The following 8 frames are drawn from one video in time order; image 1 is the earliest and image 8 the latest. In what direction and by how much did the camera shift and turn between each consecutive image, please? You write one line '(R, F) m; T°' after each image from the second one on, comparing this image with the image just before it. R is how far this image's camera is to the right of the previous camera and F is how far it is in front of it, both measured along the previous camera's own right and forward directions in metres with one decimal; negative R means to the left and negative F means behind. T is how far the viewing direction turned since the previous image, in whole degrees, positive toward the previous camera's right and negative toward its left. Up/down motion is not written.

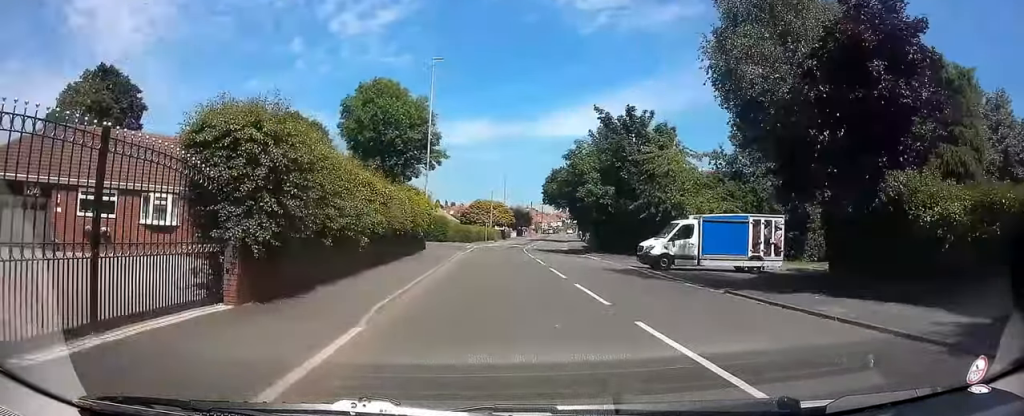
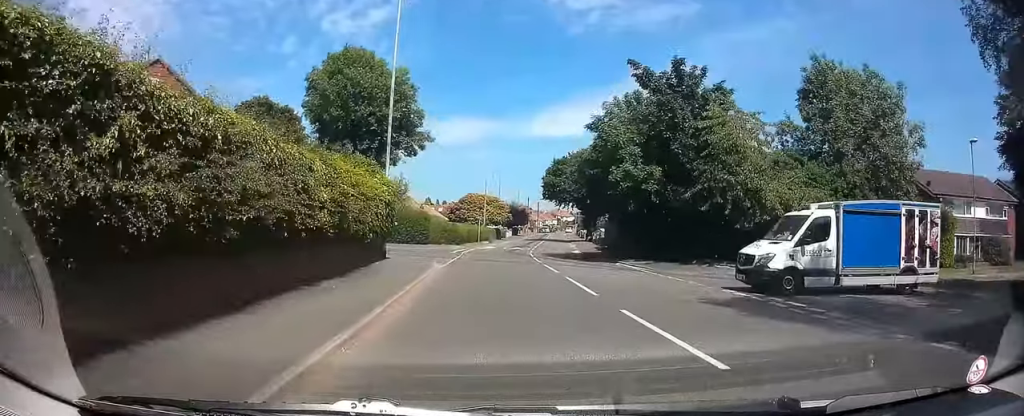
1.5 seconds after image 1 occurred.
(+0.8, +11.2) m; +2°
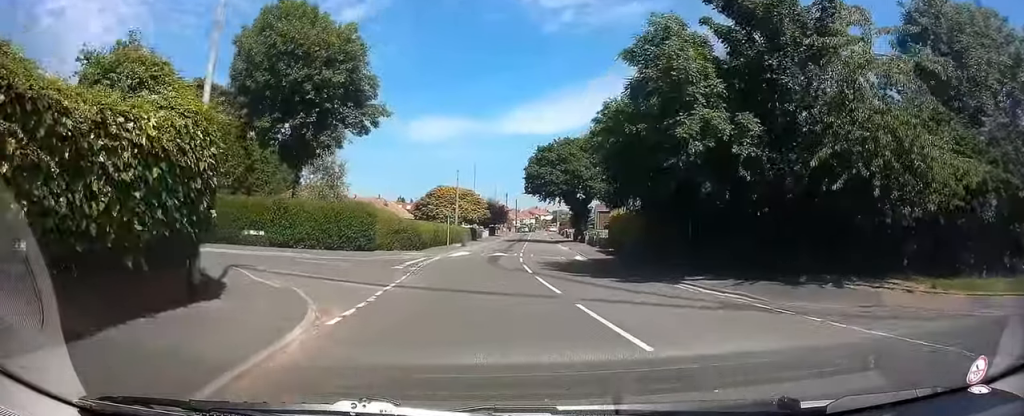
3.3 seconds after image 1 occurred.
(-0.3, +12.7) m; +3°
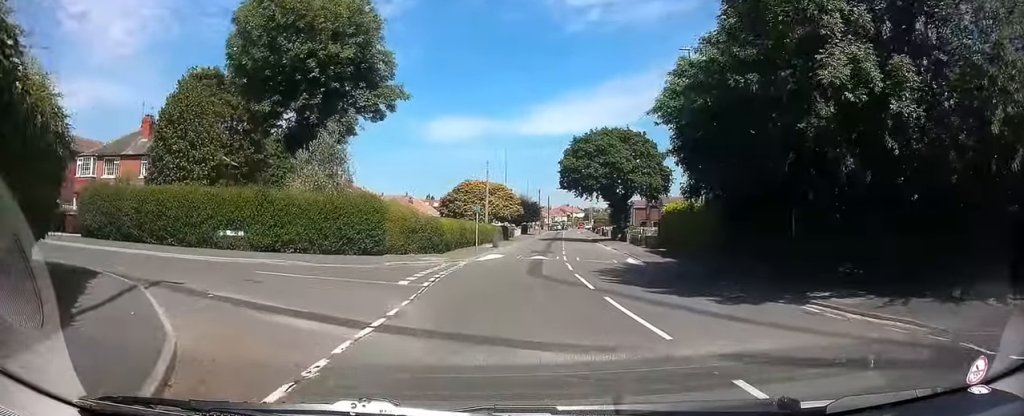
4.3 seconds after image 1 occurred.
(+0.3, +6.2) m; +2°
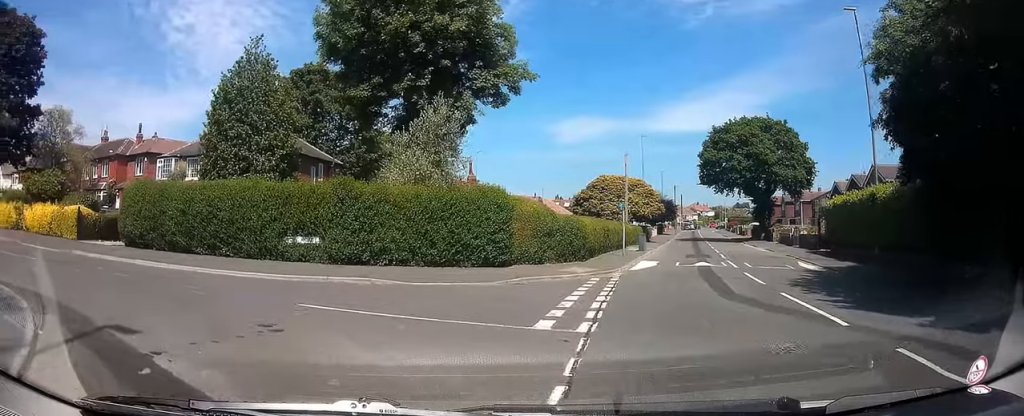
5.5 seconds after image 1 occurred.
(-0.1, +6.5) m; +1°
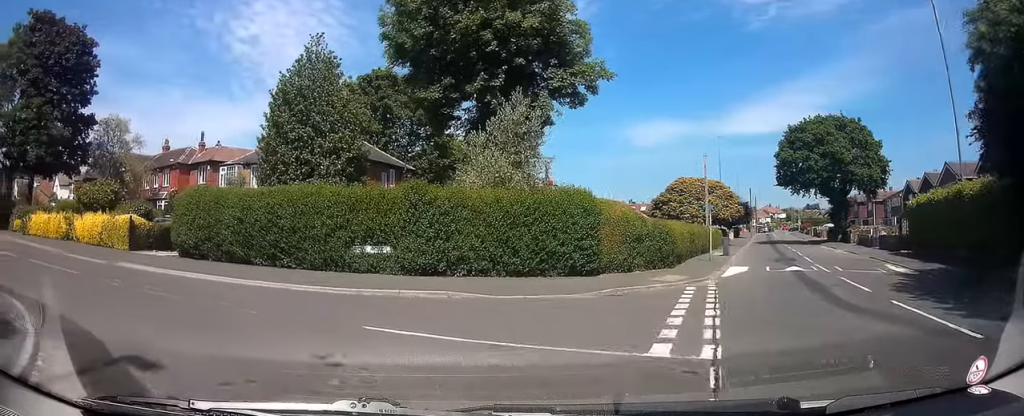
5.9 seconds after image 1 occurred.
(+0.1, +1.6) m; -2°
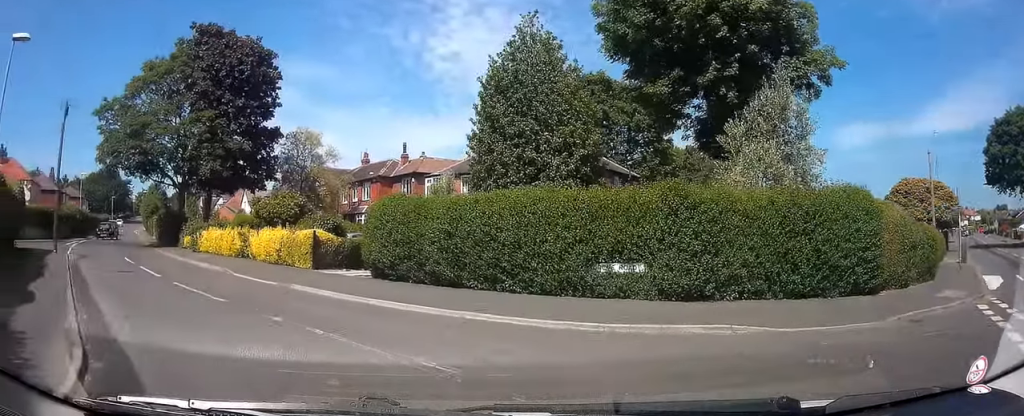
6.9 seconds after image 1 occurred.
(-0.1, +3.6) m; -8°
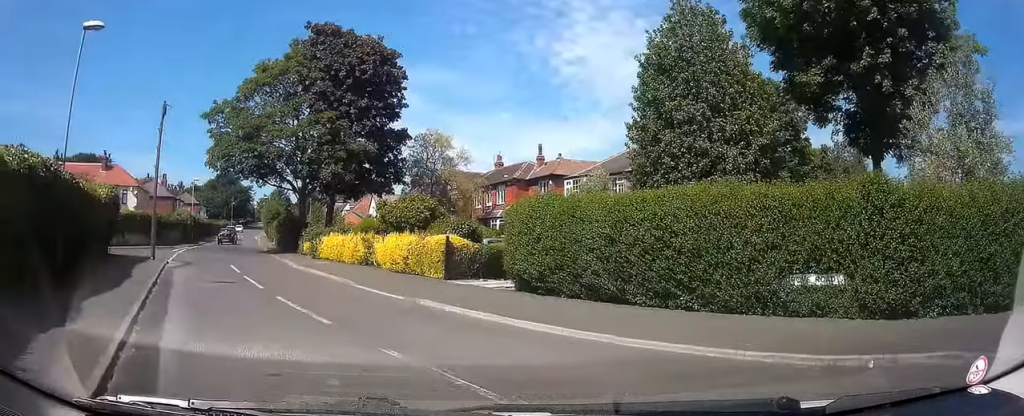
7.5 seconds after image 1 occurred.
(-0.2, +2.3) m; -10°
